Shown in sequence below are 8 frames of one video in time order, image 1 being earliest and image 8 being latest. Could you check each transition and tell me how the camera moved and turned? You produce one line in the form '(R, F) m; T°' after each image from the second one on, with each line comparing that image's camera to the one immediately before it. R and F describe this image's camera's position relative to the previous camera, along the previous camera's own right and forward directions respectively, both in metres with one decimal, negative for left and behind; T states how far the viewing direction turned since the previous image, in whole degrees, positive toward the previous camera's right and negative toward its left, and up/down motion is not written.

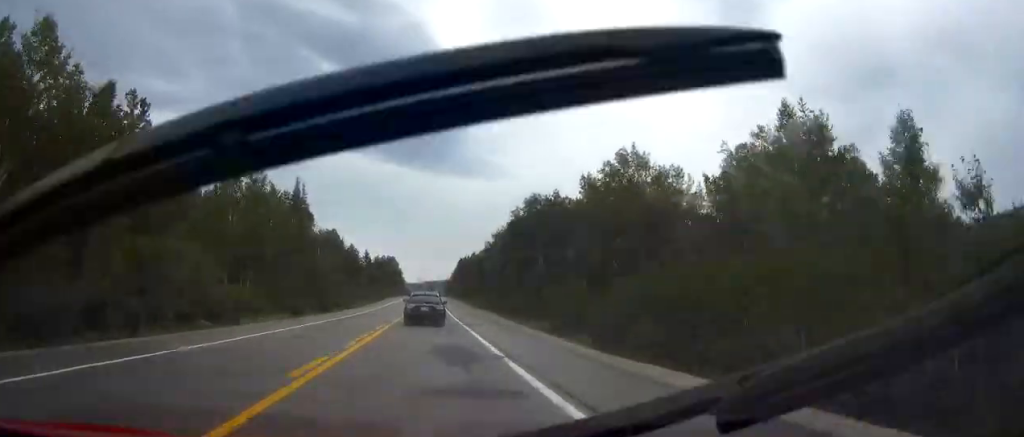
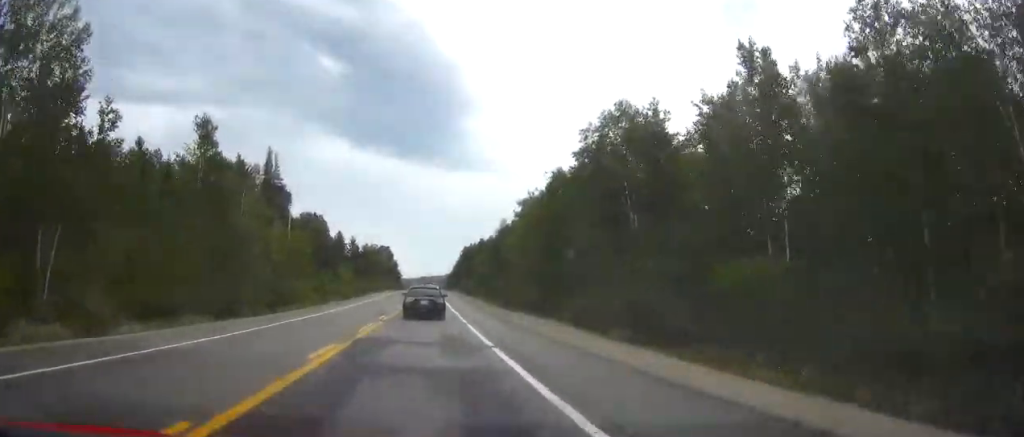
(0.0, +29.9) m; 0°
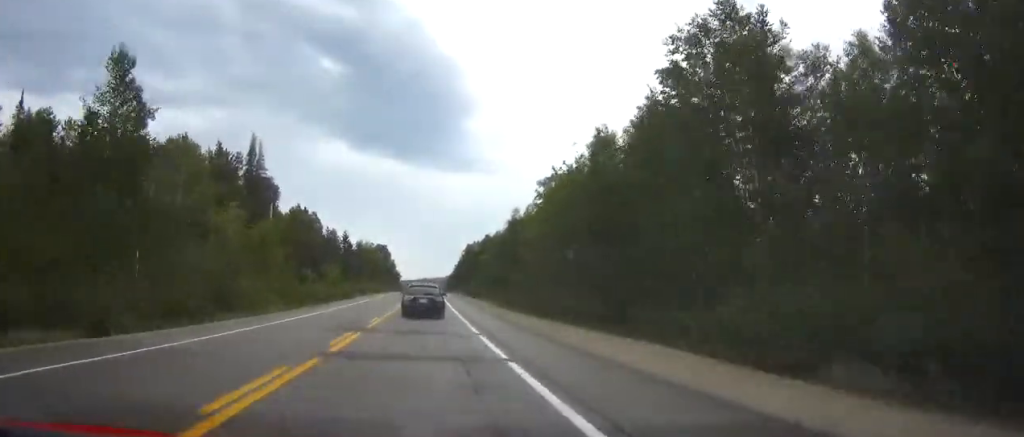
(0.0, +13.6) m; 0°
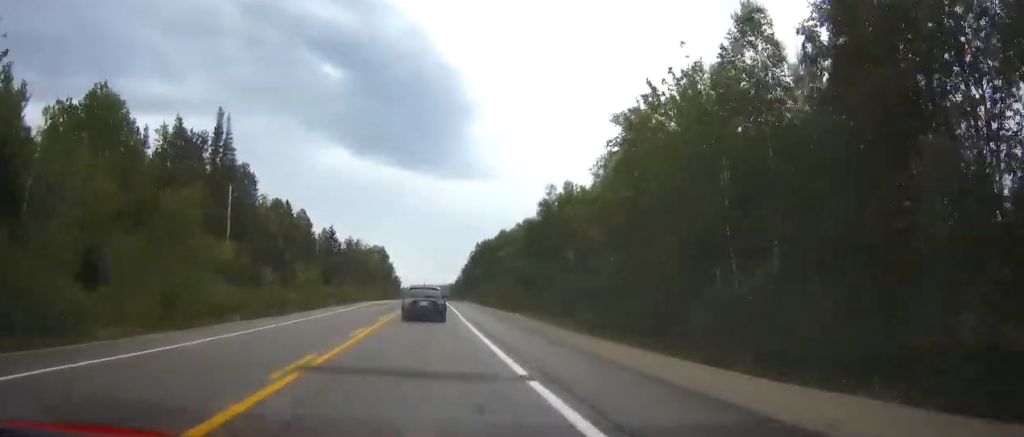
(-0.2, +23.4) m; 0°
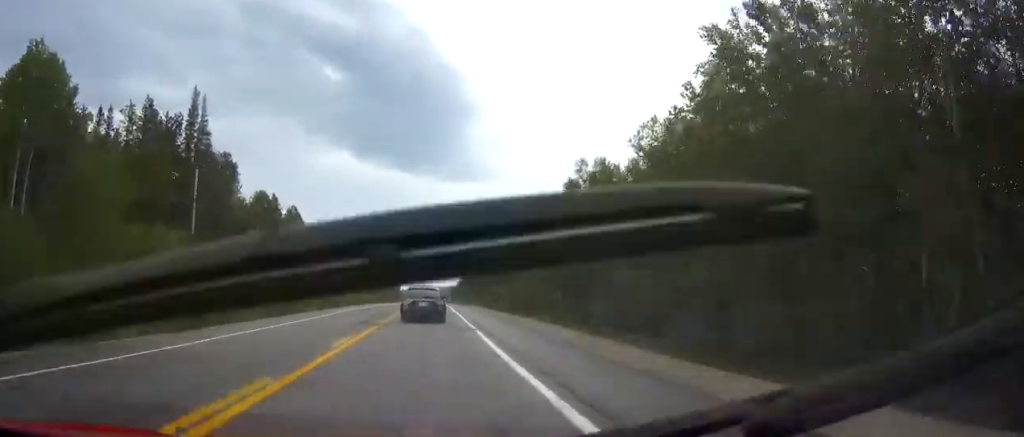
(0.0, +12.6) m; 0°
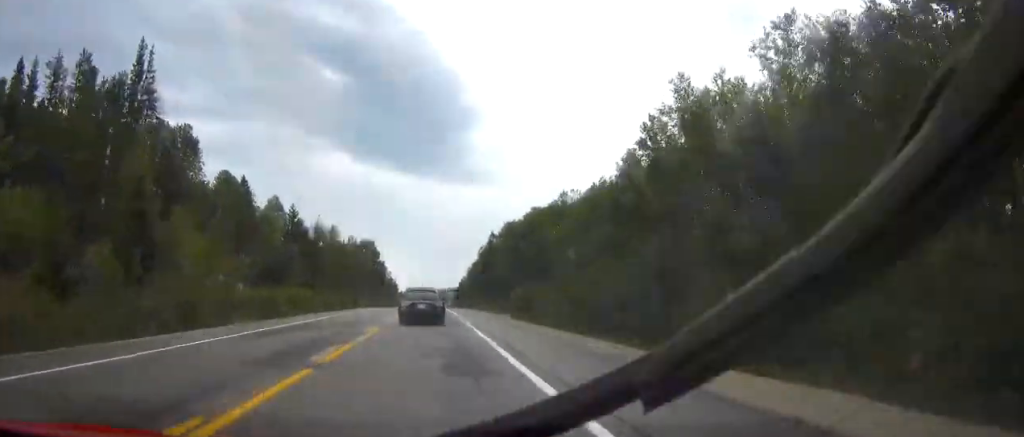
(+0.1, +20.5) m; 0°
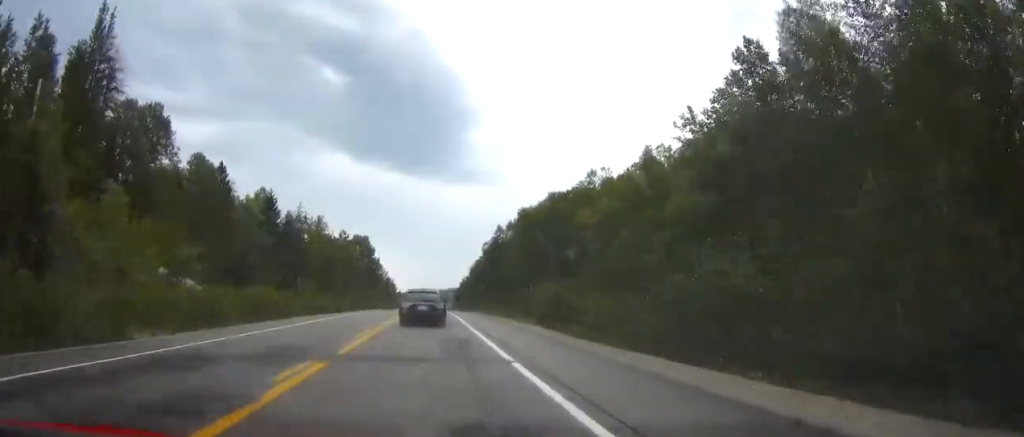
(0.0, +11.5) m; 0°
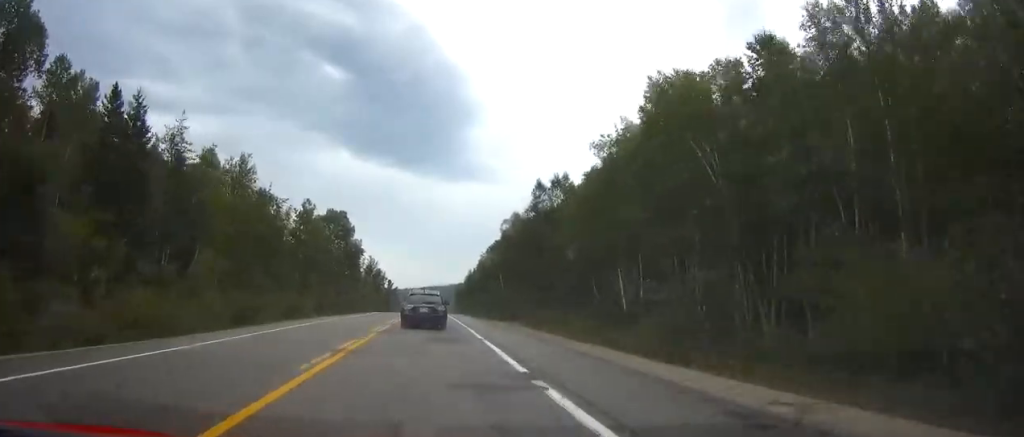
(0.0, +36.0) m; 0°
